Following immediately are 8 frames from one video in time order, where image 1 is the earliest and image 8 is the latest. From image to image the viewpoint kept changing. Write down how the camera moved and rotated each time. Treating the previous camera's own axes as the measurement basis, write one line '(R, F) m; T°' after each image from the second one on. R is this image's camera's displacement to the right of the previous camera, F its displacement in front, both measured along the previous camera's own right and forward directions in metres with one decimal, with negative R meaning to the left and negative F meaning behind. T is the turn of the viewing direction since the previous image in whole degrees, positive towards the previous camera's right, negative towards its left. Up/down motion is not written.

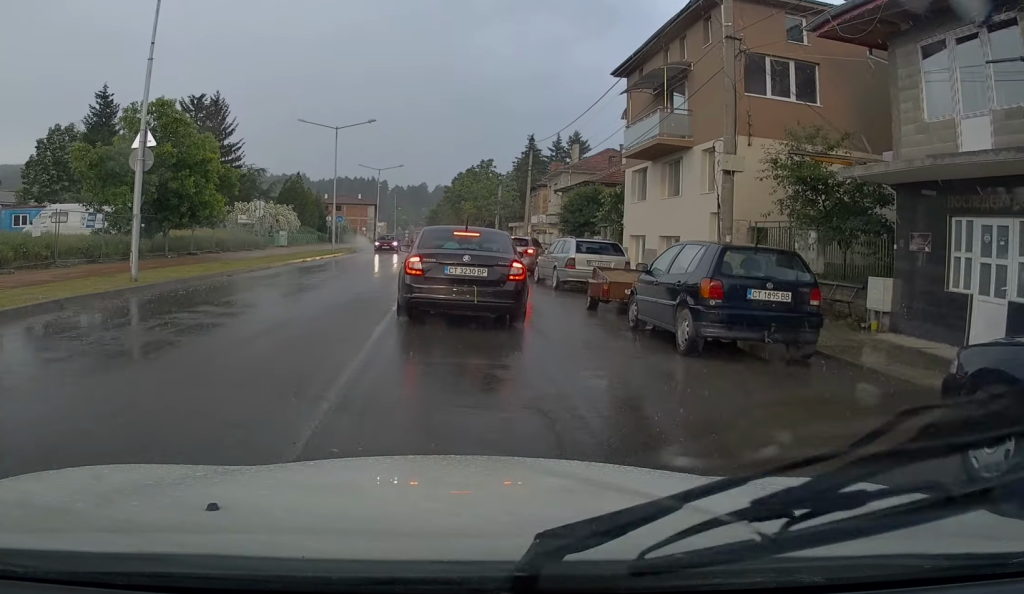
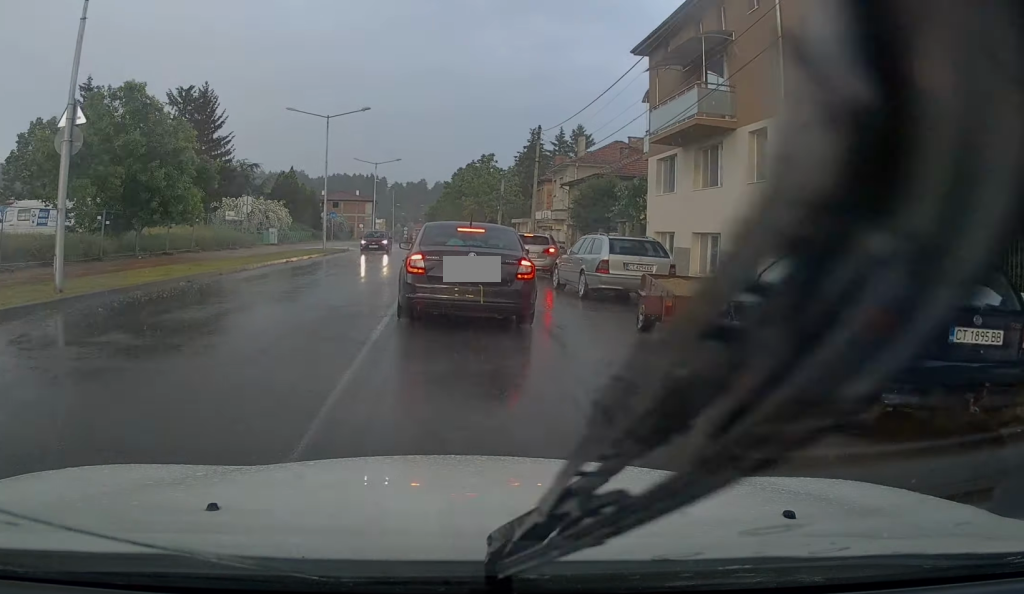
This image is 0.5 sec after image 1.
(0.0, +3.6) m; 0°
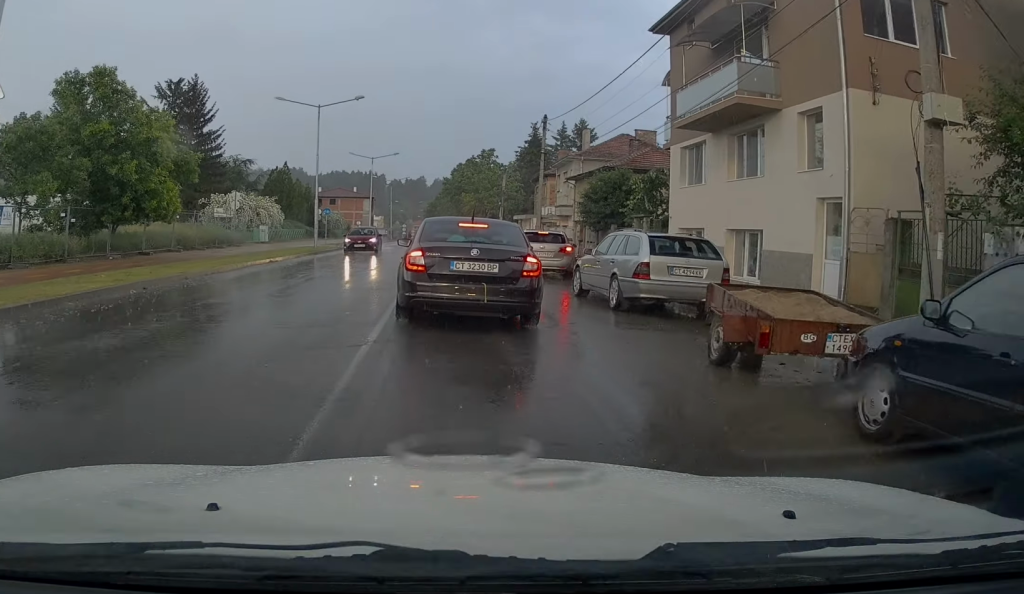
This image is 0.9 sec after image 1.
(0.0, +2.8) m; 0°
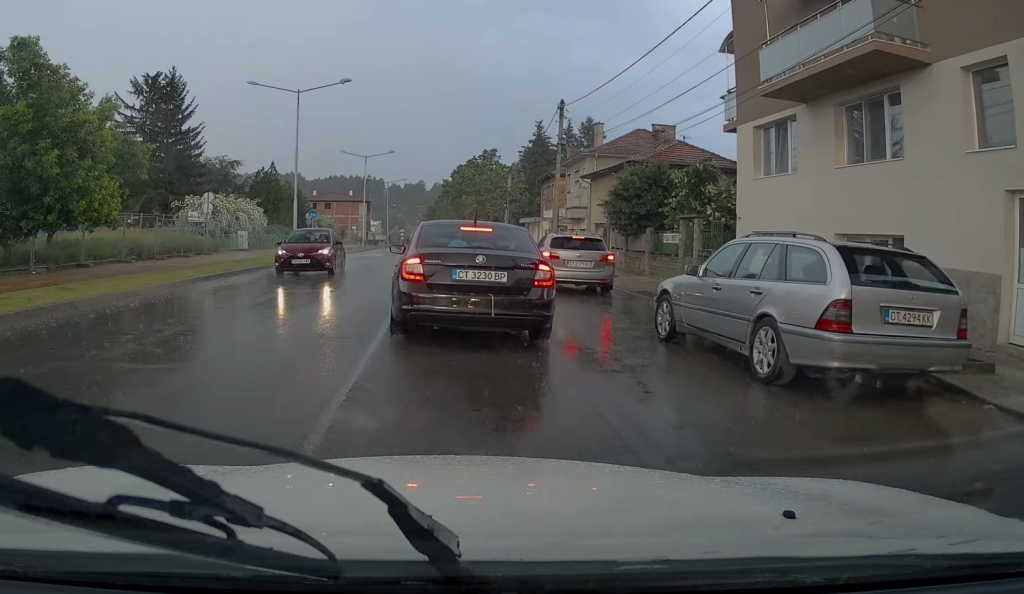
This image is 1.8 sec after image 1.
(0.0, +5.9) m; 0°
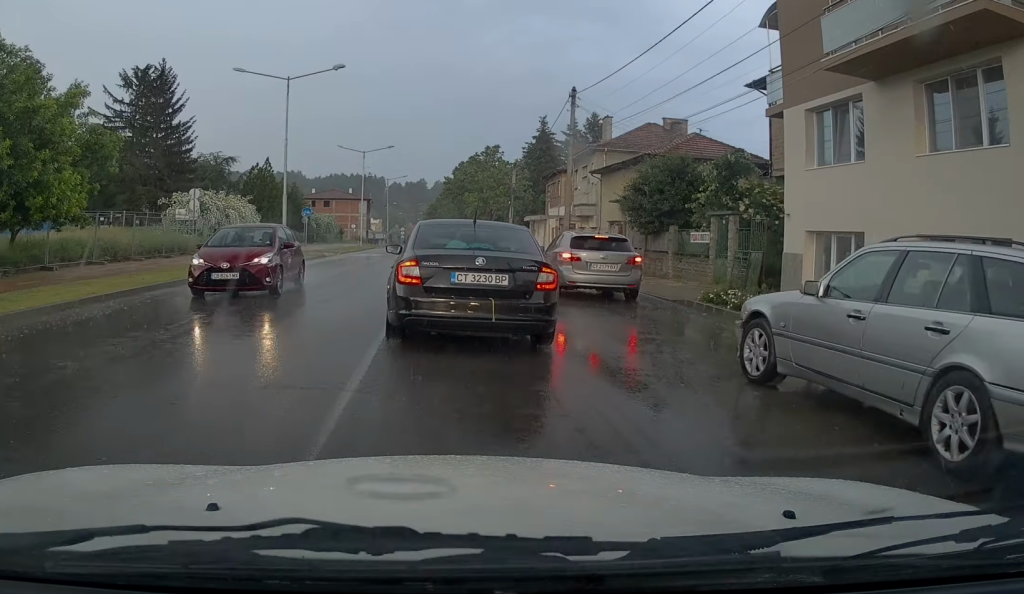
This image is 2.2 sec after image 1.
(0.0, +2.7) m; -2°
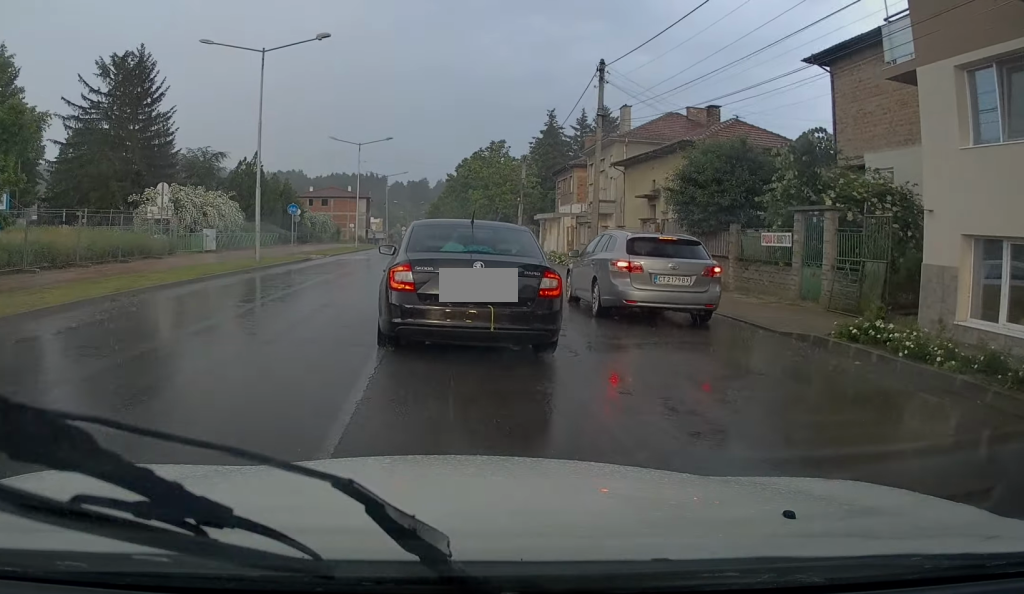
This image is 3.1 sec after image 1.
(-0.1, +5.3) m; -2°
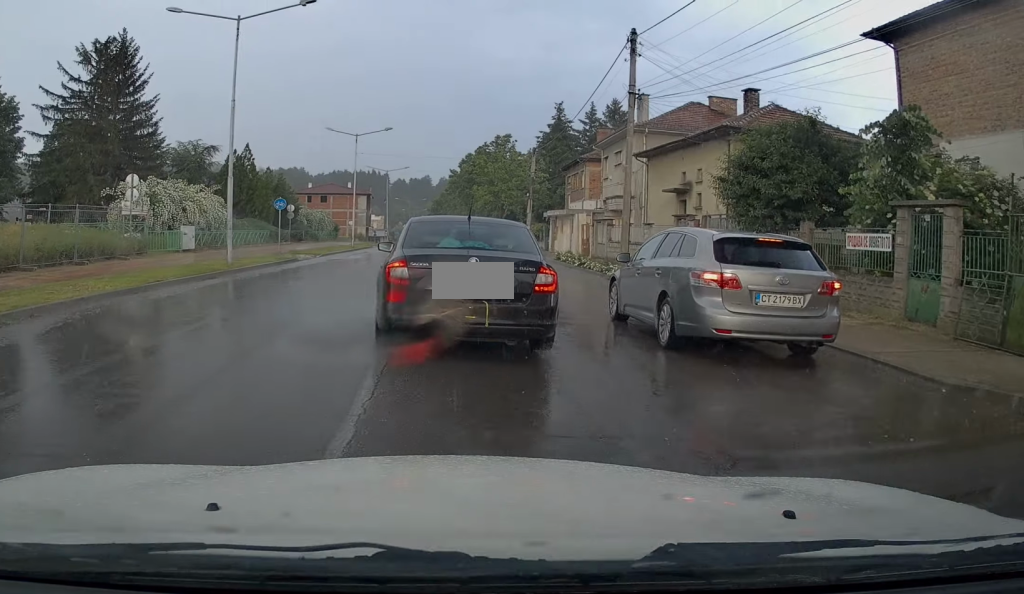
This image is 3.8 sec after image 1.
(-0.3, +4.1) m; 0°
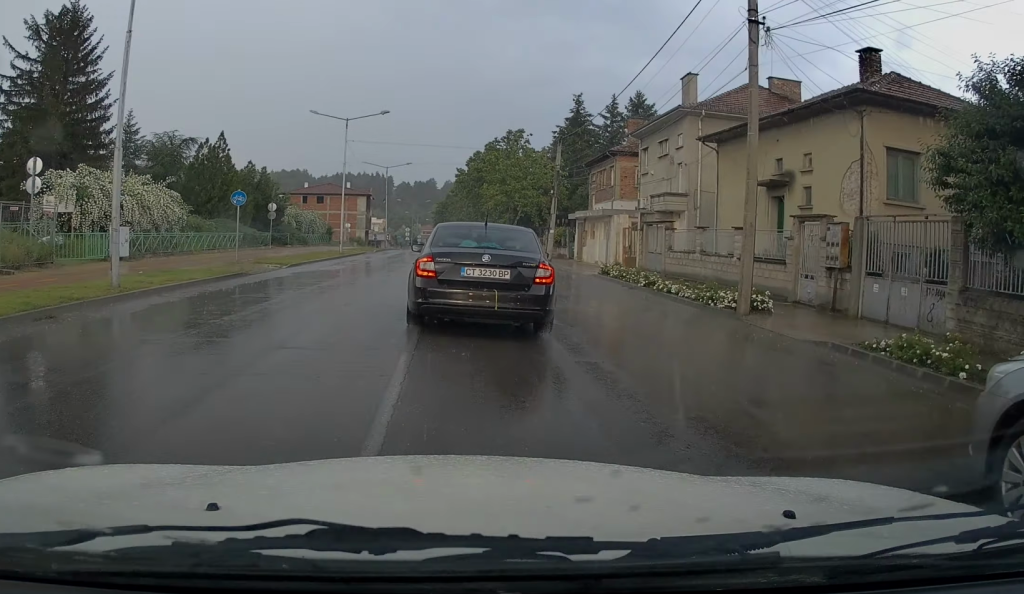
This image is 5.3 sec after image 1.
(+0.8, +8.7) m; +5°
